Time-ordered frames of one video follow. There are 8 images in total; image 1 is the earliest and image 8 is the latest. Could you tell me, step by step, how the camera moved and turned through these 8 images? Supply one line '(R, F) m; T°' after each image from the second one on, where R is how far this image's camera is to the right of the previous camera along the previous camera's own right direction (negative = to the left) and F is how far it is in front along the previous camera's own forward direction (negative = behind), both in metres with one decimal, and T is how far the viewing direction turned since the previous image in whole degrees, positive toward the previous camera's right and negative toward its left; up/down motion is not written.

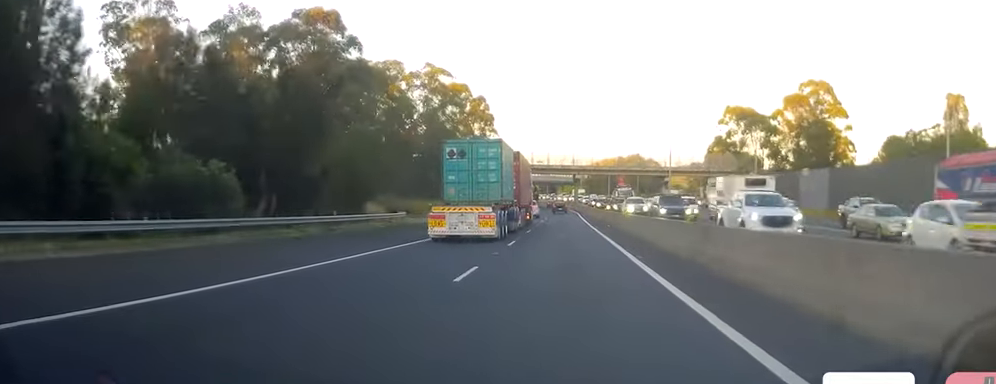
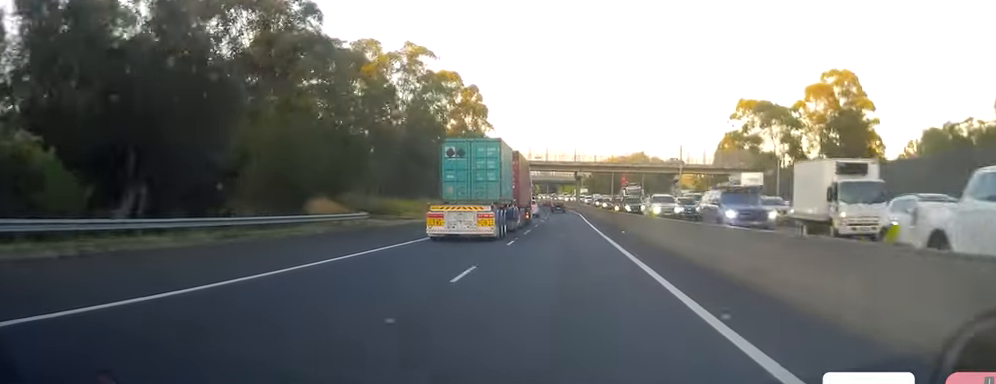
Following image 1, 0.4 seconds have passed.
(+0.3, +12.2) m; 0°
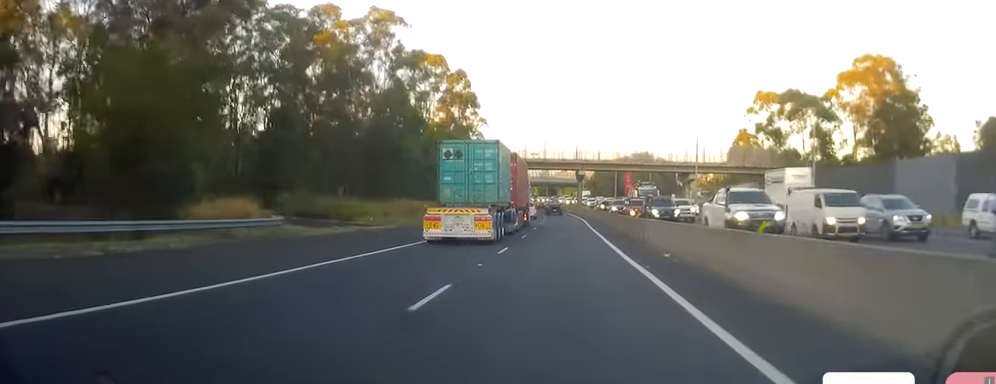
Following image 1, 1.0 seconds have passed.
(-0.2, +15.0) m; 0°
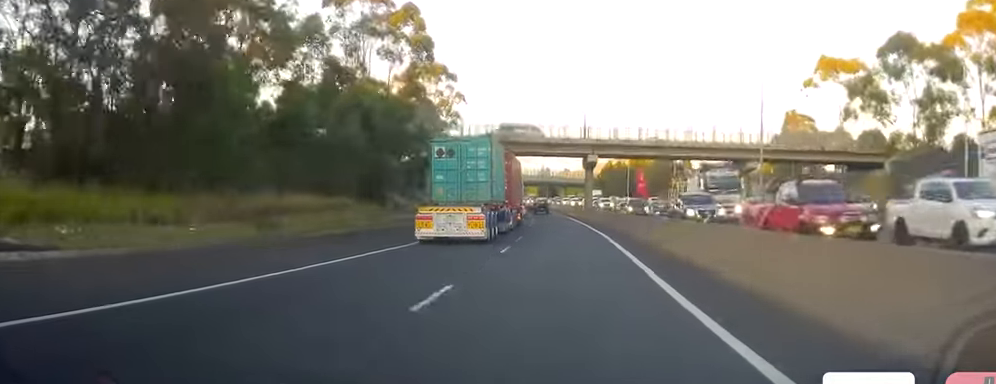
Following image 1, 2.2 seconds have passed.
(0.0, +35.7) m; 0°
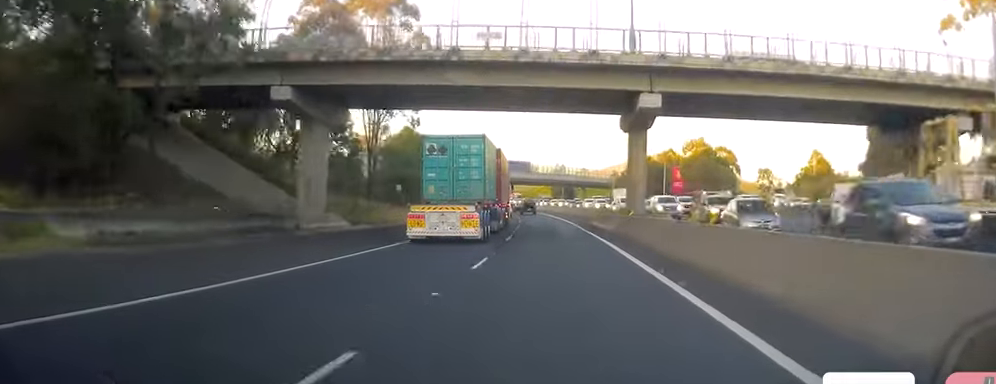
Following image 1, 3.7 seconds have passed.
(-0.4, +41.6) m; -1°
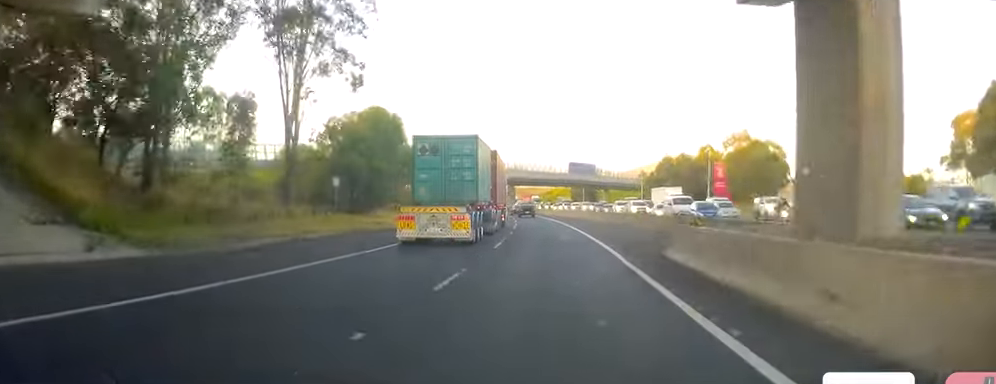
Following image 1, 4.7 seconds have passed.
(-0.1, +27.4) m; -1°
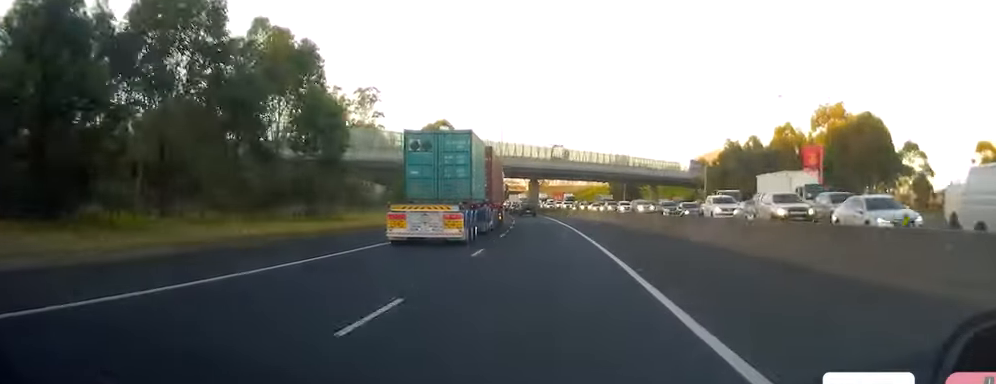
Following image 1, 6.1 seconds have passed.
(-1.1, +40.5) m; -3°
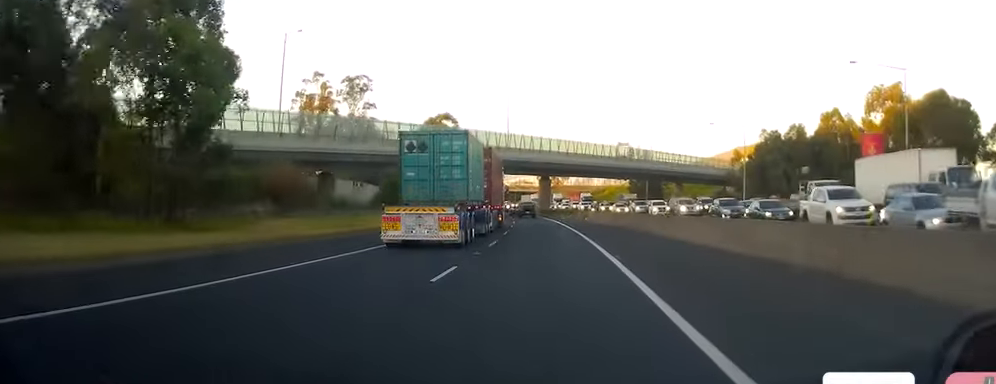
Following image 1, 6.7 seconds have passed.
(-0.3, +17.9) m; -1°
